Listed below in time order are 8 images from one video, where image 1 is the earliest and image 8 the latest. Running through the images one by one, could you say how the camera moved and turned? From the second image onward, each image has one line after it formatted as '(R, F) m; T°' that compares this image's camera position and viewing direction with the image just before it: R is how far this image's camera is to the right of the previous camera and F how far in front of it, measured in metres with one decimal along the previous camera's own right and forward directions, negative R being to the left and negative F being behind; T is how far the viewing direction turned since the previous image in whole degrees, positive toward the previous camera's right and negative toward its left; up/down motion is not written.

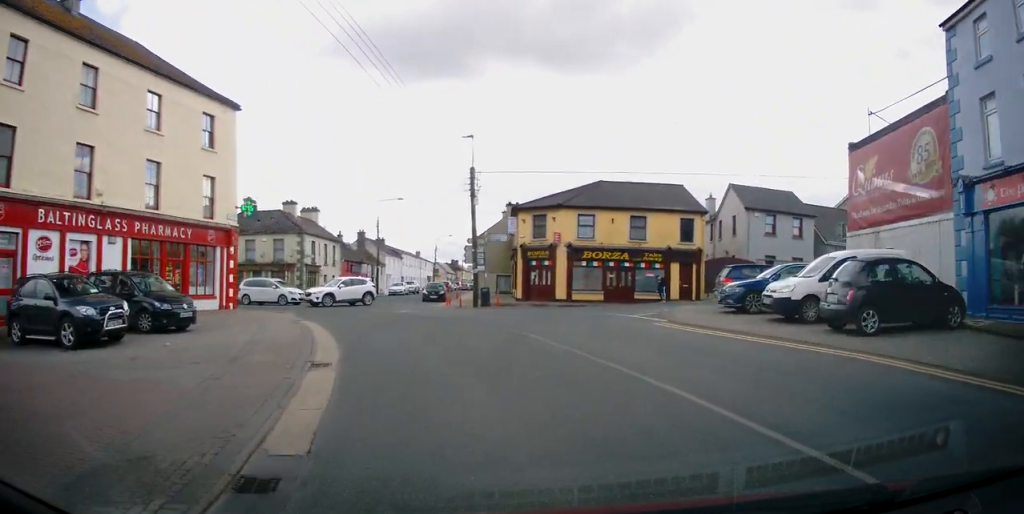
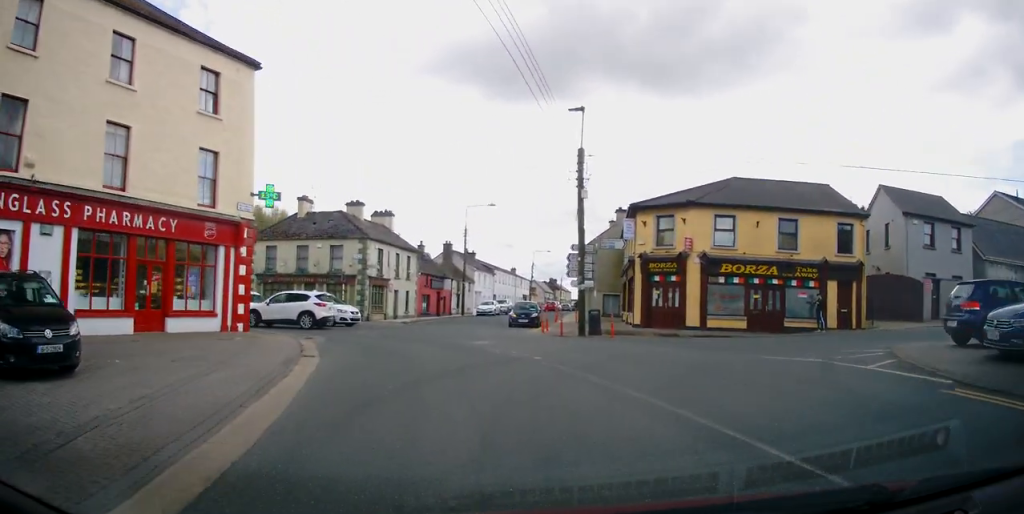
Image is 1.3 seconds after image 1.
(-0.9, +8.7) m; -9°
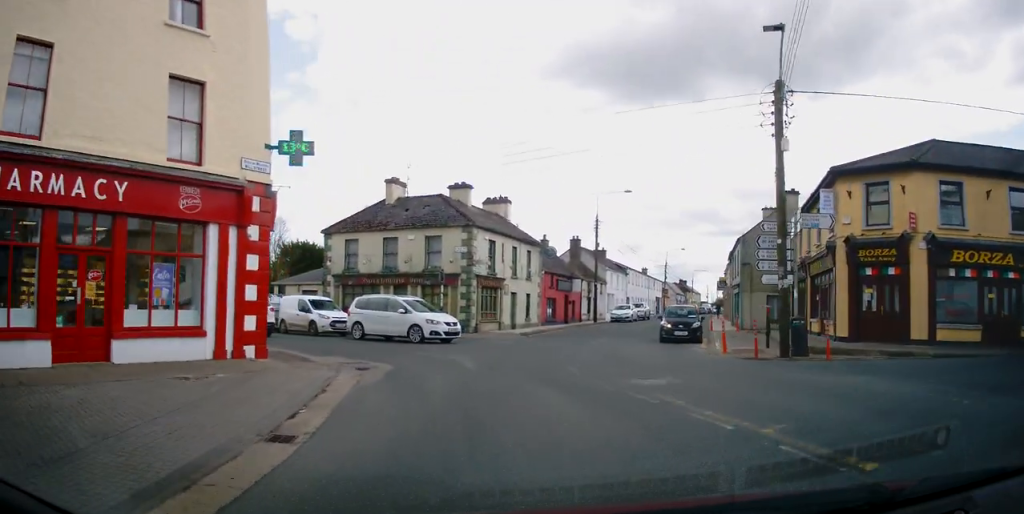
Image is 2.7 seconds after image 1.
(-0.3, +8.6) m; -6°
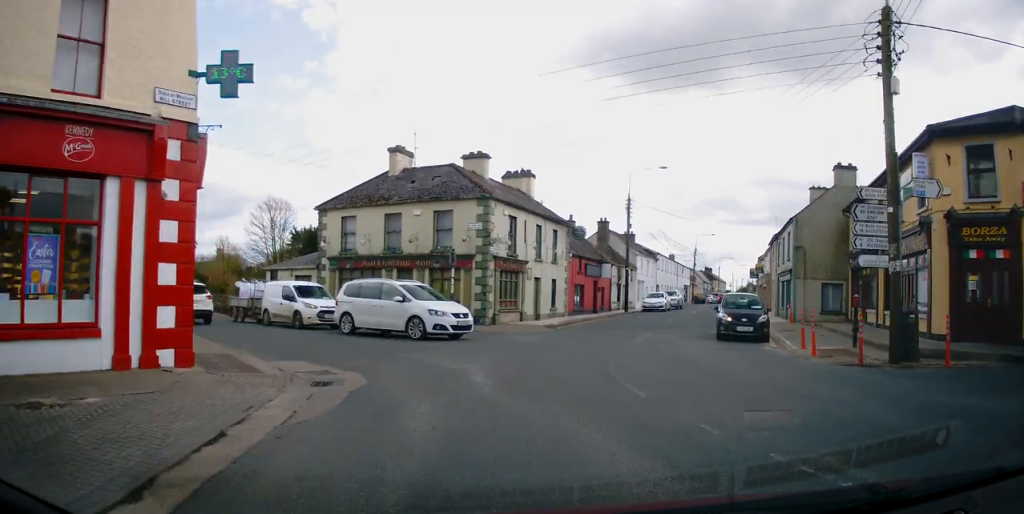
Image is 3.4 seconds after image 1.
(-0.1, +4.1) m; -4°
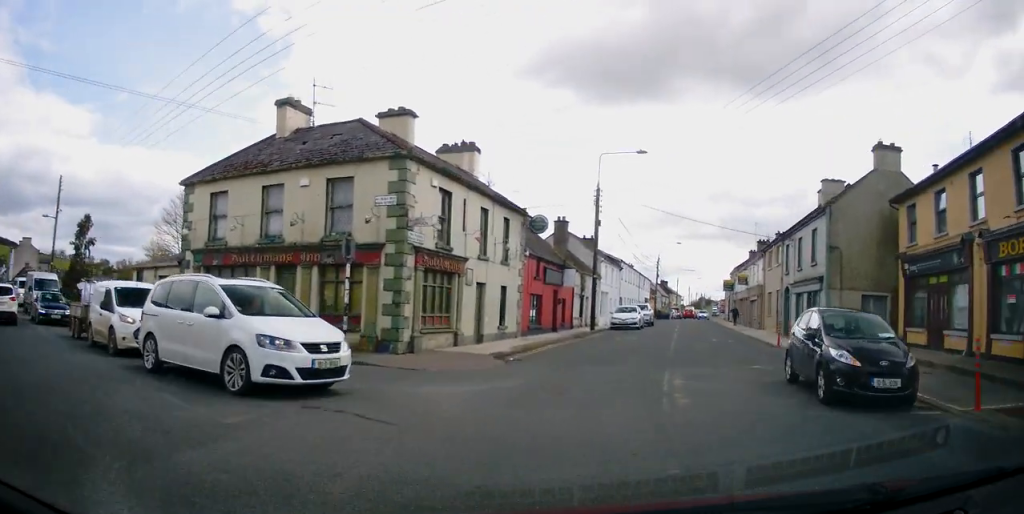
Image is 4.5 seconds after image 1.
(-0.3, +8.1) m; +2°
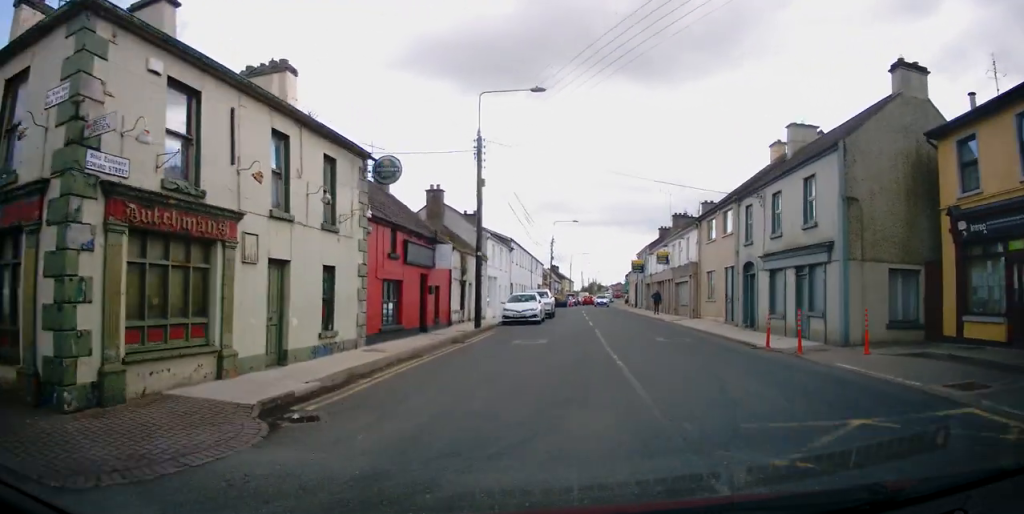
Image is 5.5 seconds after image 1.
(+0.6, +8.4) m; +9°
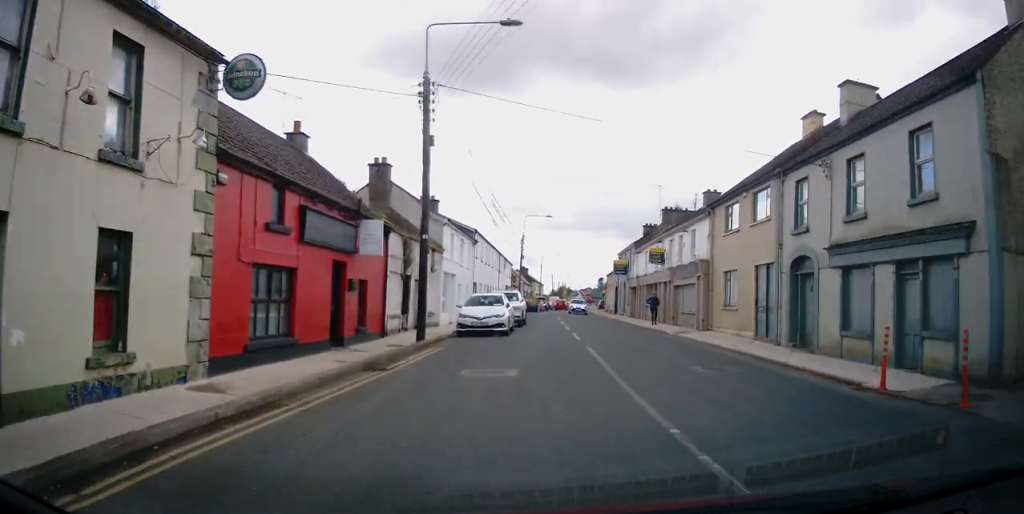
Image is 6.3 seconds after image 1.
(+0.5, +6.8) m; +4°
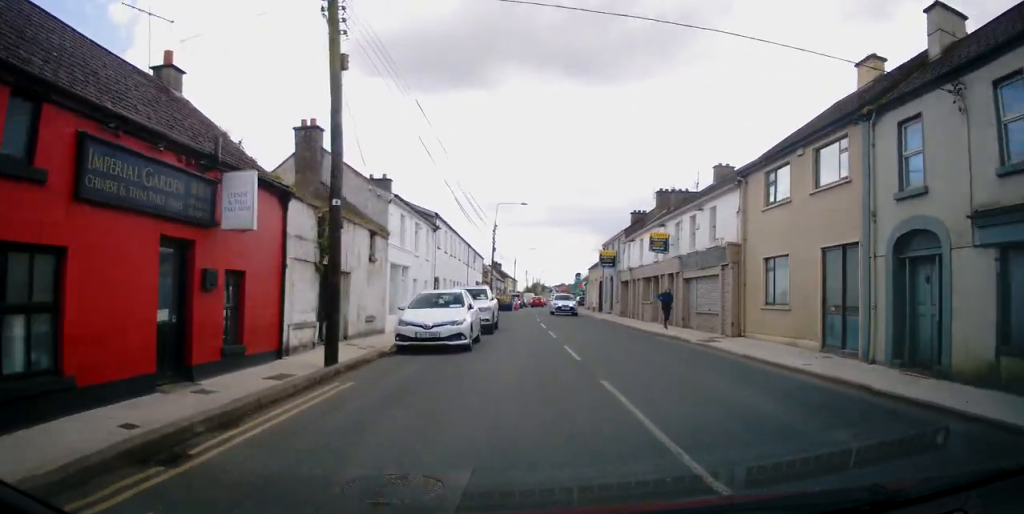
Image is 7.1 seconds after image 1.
(0.0, +6.5) m; +2°
